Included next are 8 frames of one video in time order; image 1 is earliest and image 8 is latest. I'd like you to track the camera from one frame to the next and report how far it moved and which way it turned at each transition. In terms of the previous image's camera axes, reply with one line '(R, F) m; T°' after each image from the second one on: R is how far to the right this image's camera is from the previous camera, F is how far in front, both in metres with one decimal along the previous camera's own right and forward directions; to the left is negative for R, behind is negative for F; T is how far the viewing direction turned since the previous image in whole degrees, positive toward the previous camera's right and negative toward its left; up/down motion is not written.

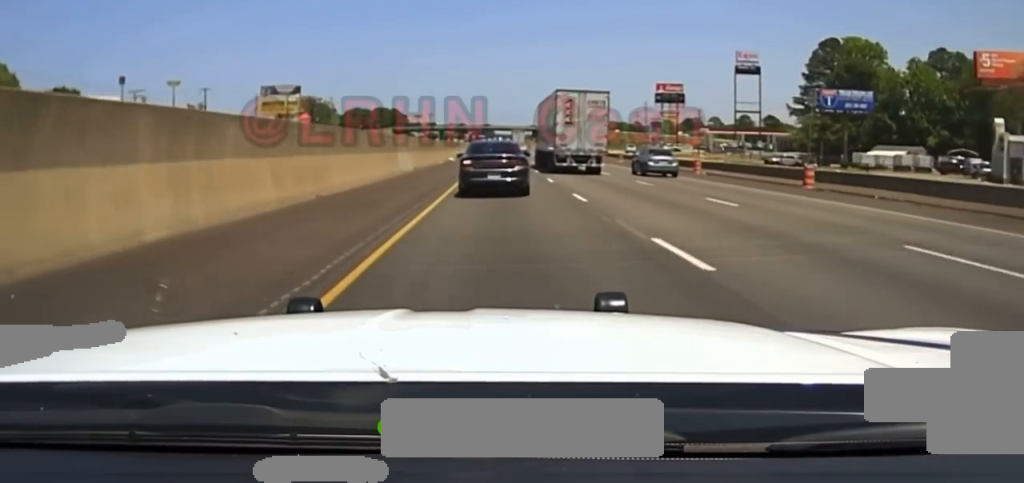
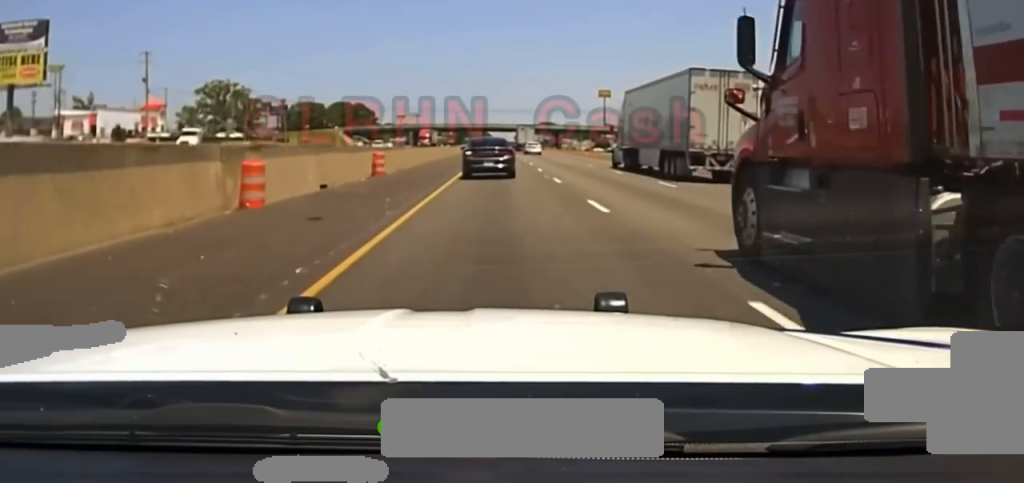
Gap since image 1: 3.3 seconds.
(+0.8, +163.5) m; 0°
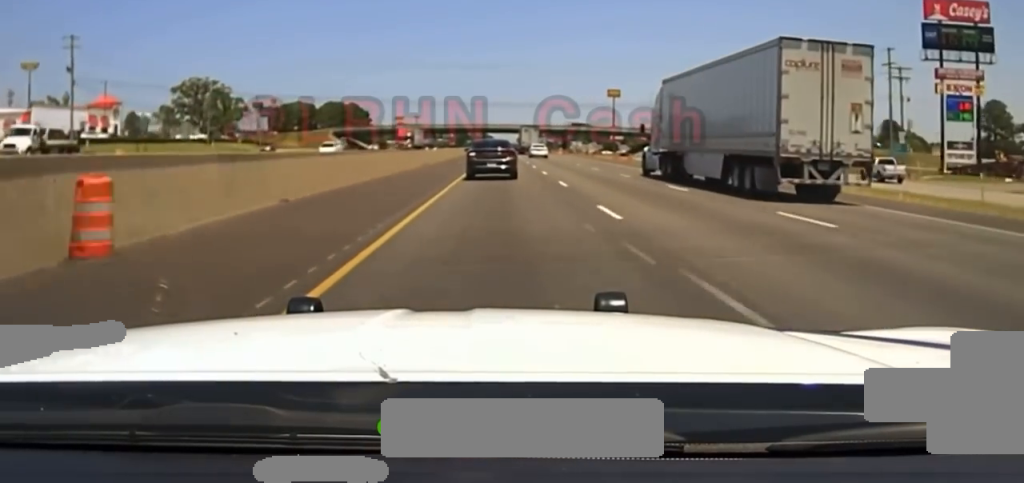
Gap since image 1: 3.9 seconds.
(0.0, +26.7) m; 0°
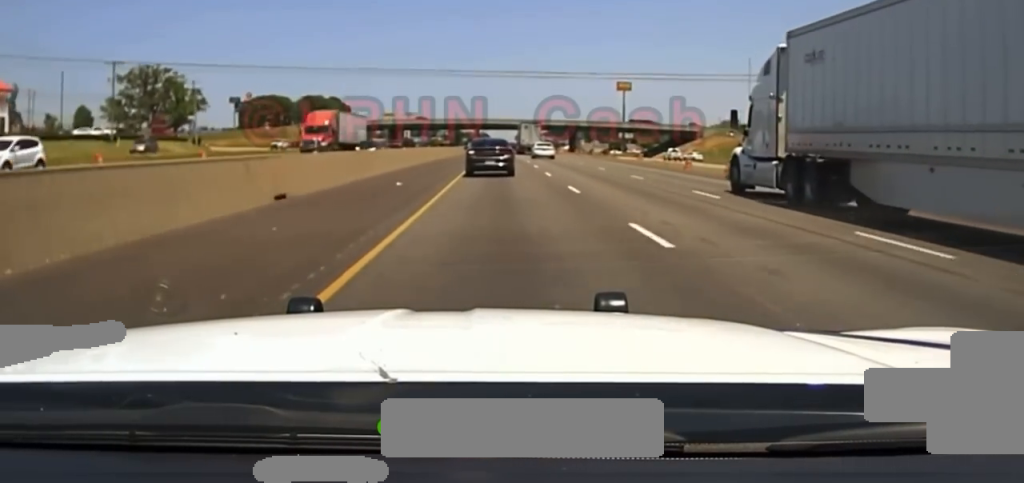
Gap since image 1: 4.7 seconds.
(0.0, +38.9) m; 0°
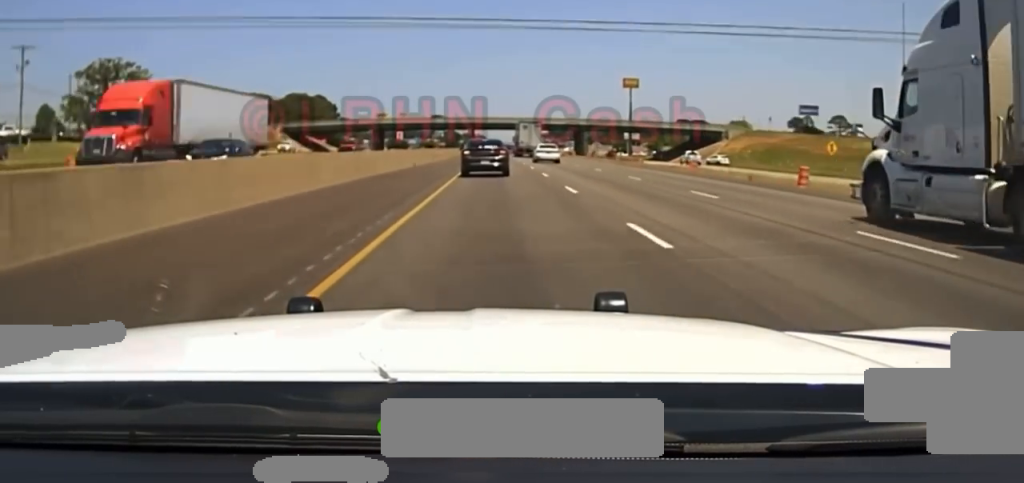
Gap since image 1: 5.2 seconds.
(0.0, +21.3) m; 0°
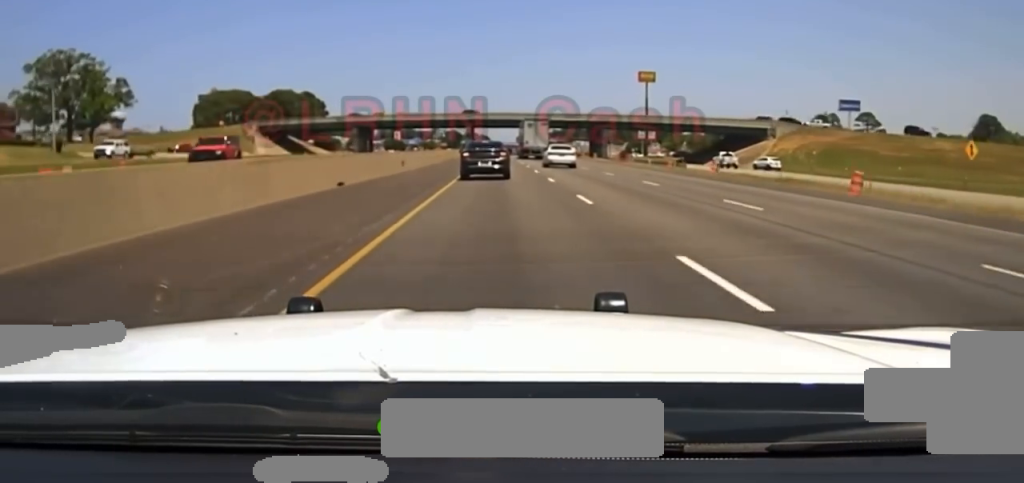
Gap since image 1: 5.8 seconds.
(0.0, +23.5) m; 0°
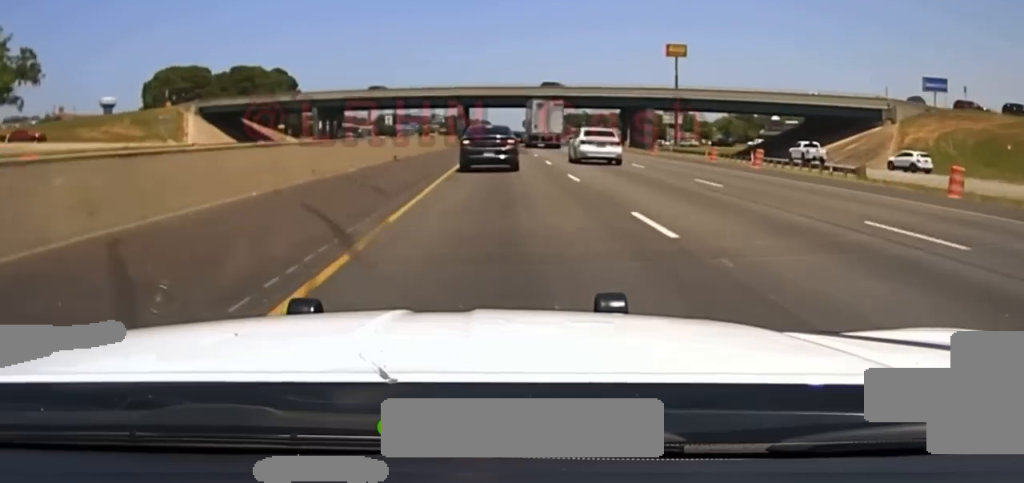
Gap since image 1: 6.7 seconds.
(-0.1, +38.0) m; 0°
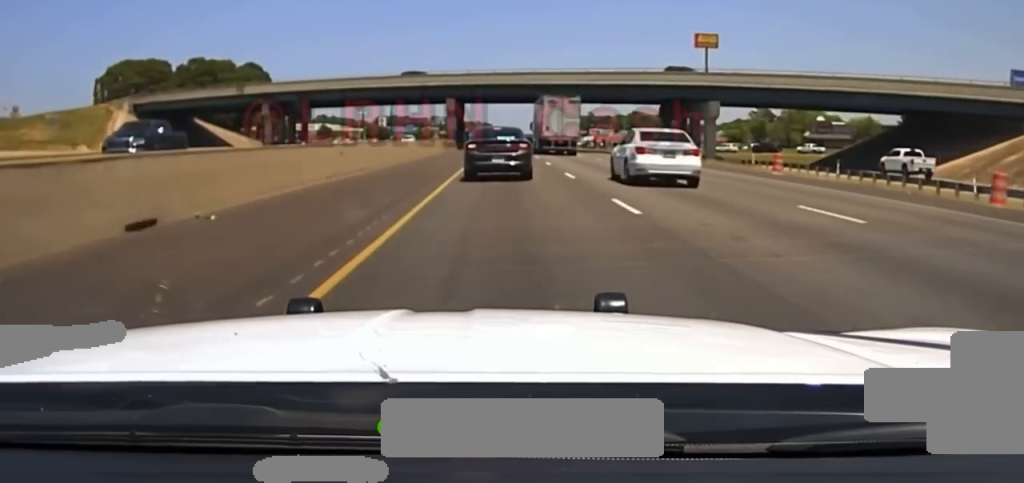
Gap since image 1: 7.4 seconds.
(-0.1, +31.7) m; 0°
